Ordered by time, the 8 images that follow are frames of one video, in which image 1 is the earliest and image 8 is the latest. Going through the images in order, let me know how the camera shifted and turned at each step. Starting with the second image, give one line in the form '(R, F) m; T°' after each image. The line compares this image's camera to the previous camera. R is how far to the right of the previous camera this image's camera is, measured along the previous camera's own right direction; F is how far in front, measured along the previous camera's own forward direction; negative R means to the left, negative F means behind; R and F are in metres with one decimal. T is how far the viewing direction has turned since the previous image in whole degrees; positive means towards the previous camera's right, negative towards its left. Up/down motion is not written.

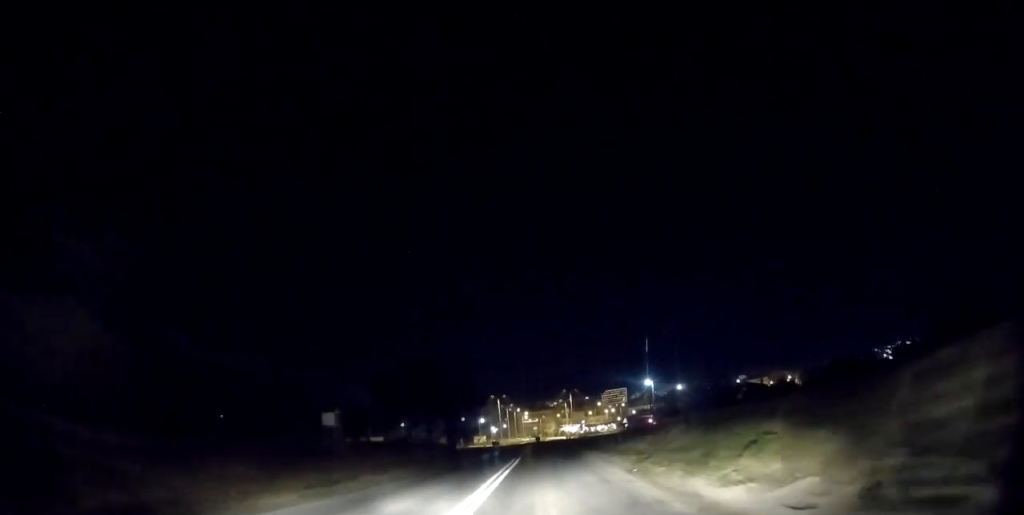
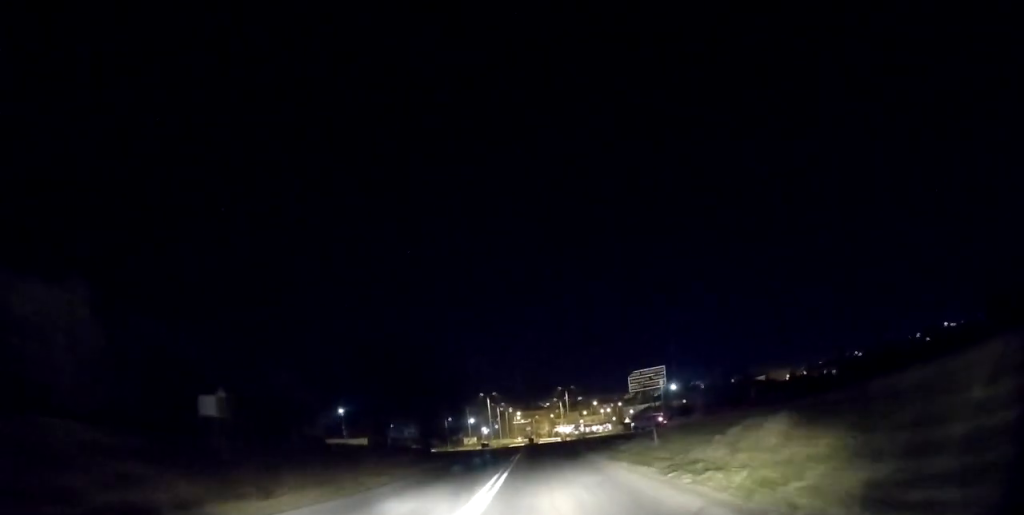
(+0.2, +8.6) m; 0°
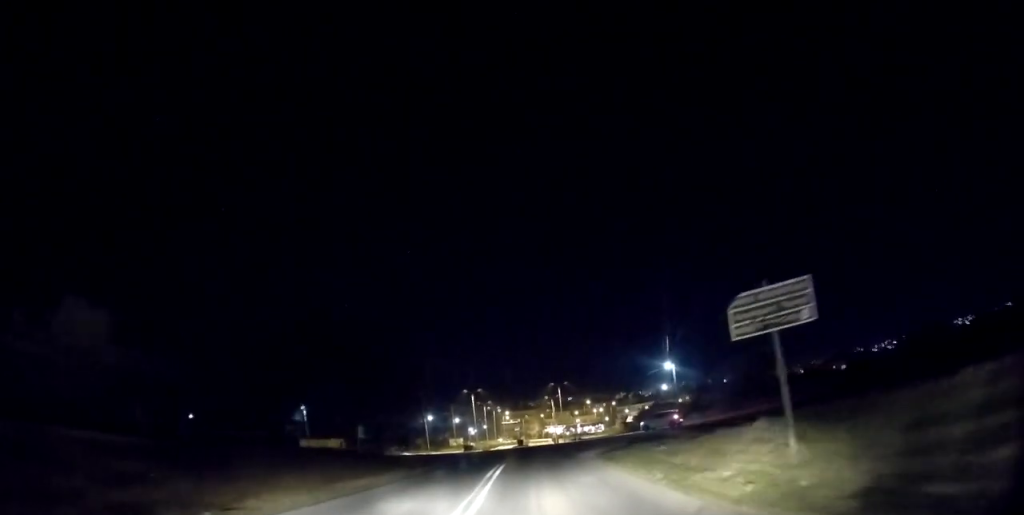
(-0.2, +10.1) m; 0°
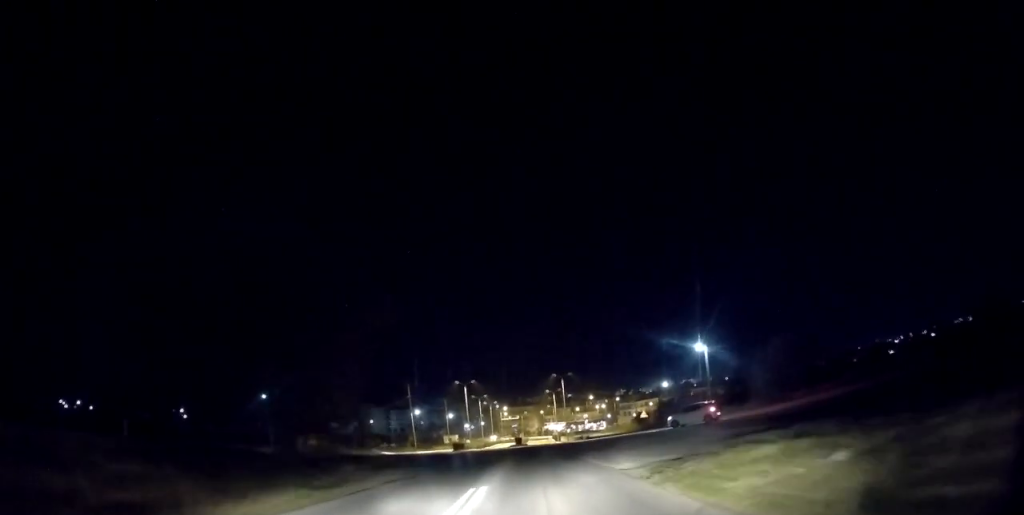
(+0.1, +10.0) m; +1°
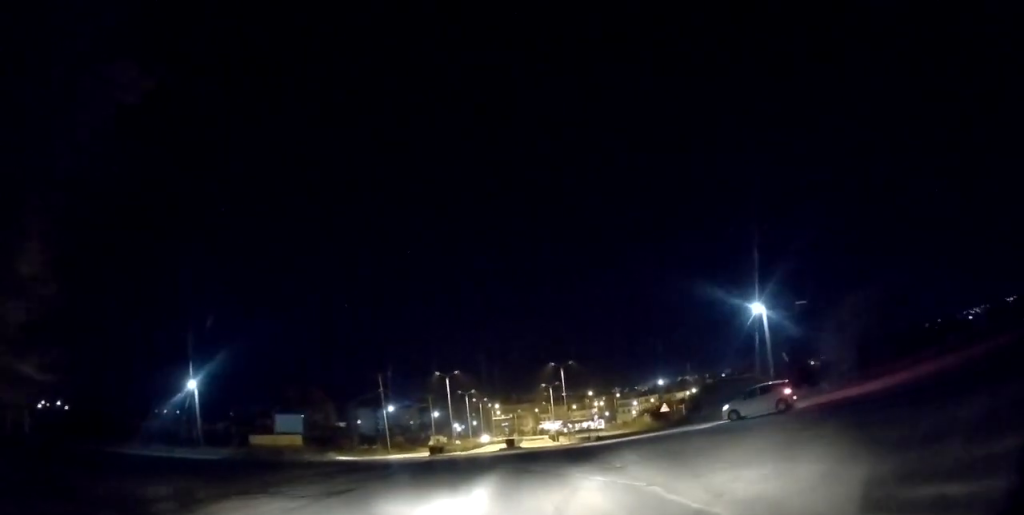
(+0.1, +12.5) m; -1°
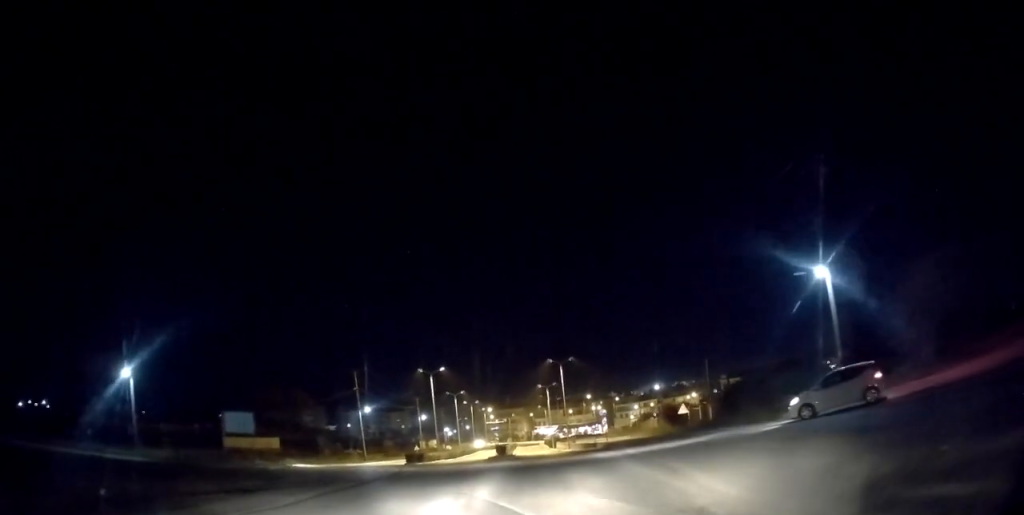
(-0.1, +8.0) m; 0°
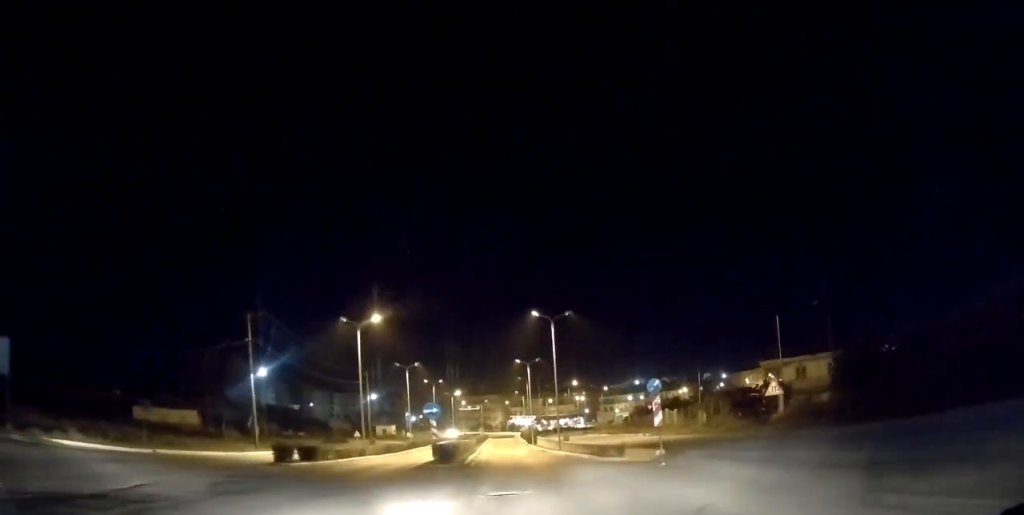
(+0.8, +20.8) m; +5°
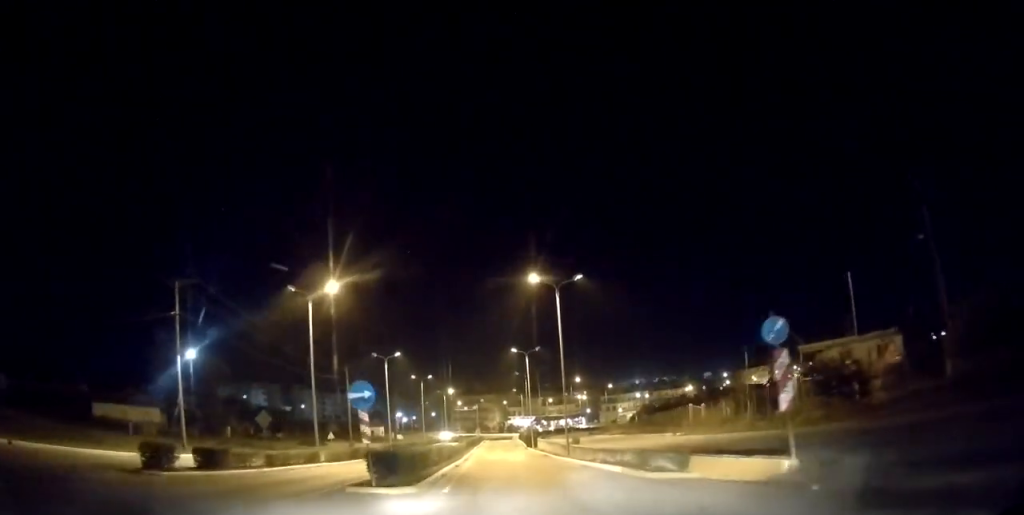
(0.0, +9.6) m; -1°
